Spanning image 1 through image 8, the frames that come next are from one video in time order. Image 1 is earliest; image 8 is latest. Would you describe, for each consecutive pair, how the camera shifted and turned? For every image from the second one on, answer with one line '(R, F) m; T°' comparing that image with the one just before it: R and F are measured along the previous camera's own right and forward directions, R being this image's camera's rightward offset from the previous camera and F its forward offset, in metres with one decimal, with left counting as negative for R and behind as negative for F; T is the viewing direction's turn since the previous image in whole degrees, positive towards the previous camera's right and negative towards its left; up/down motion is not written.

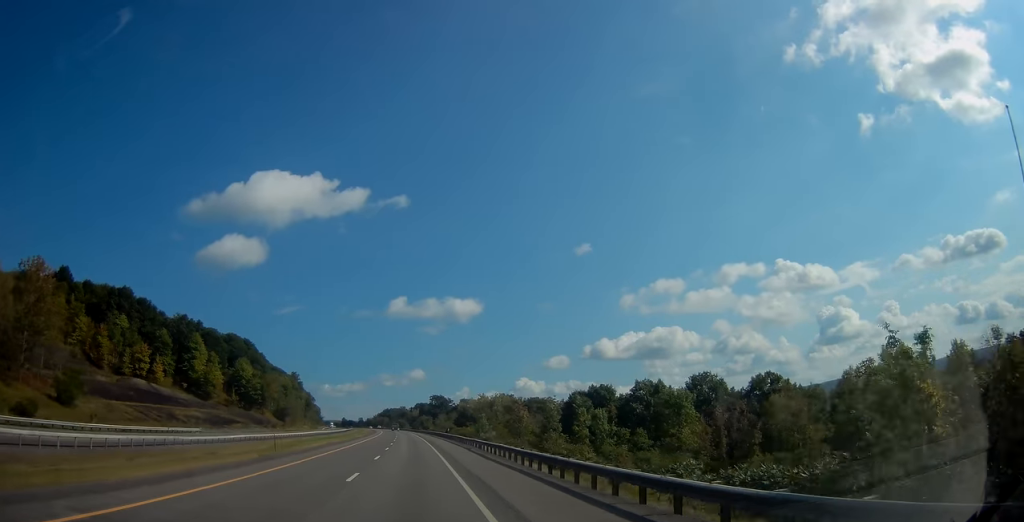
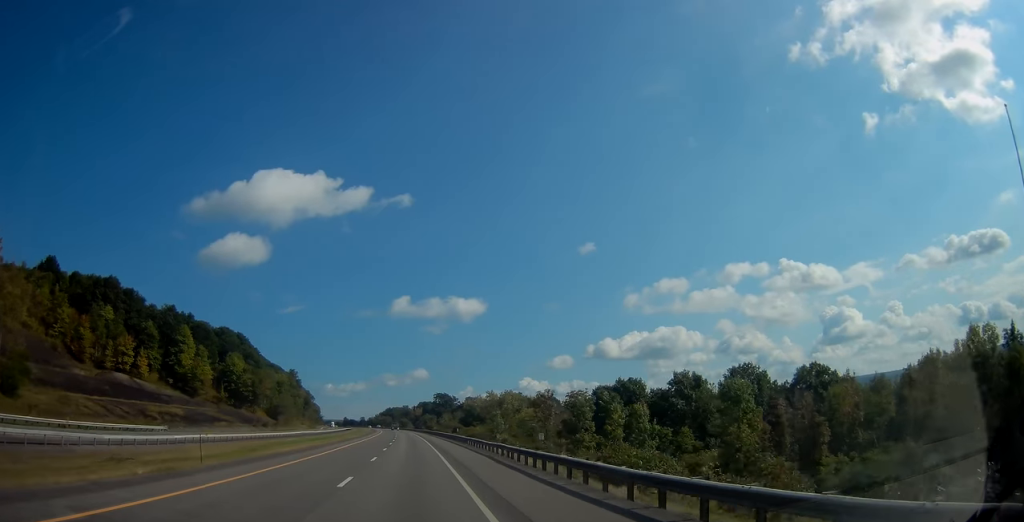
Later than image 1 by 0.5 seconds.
(-0.2, +14.4) m; -1°
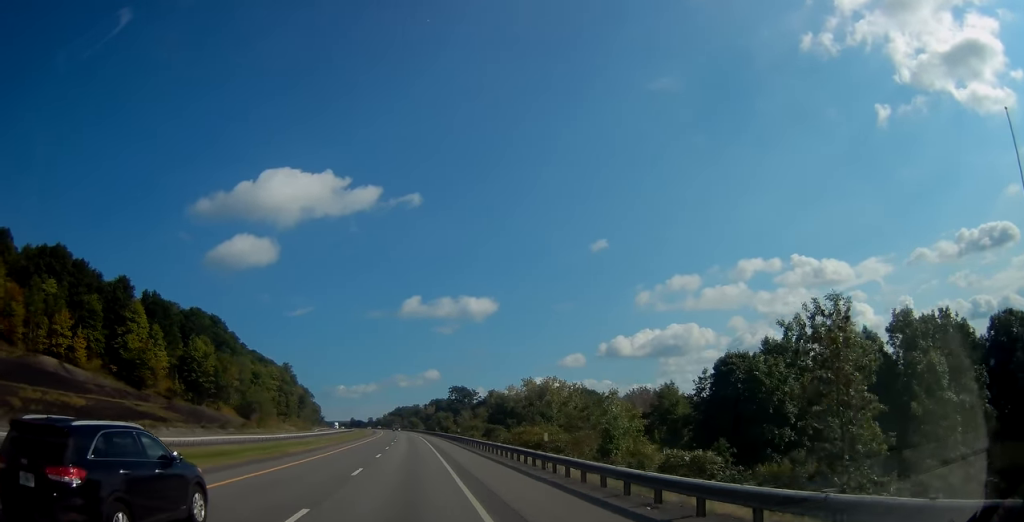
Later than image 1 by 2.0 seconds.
(-0.6, +43.8) m; -2°
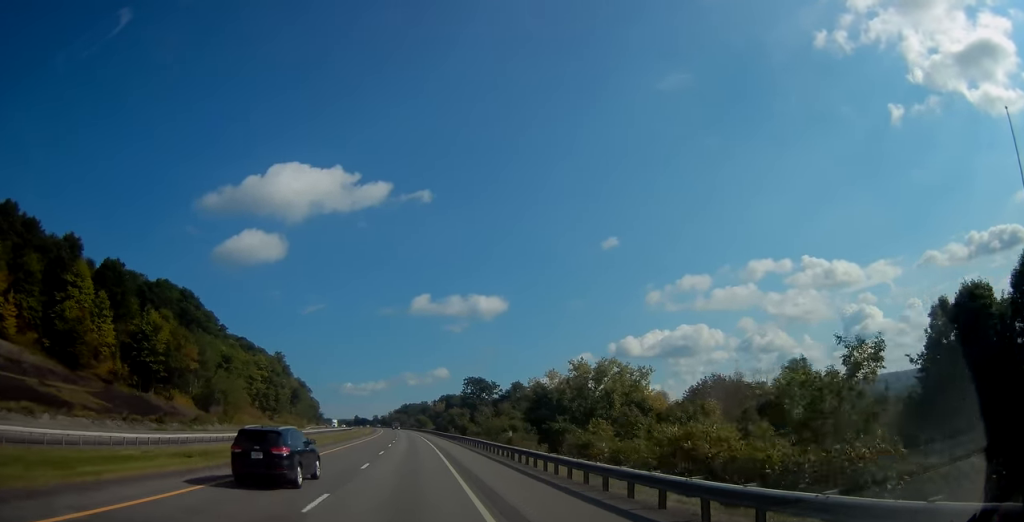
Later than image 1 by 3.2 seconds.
(-0.1, +34.2) m; 0°
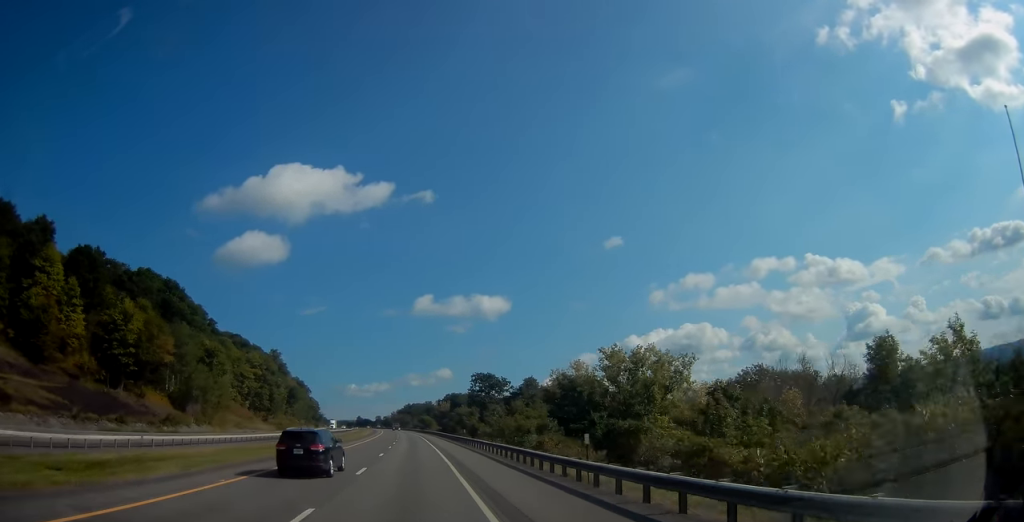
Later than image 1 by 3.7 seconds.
(+0.1, +14.2) m; 0°
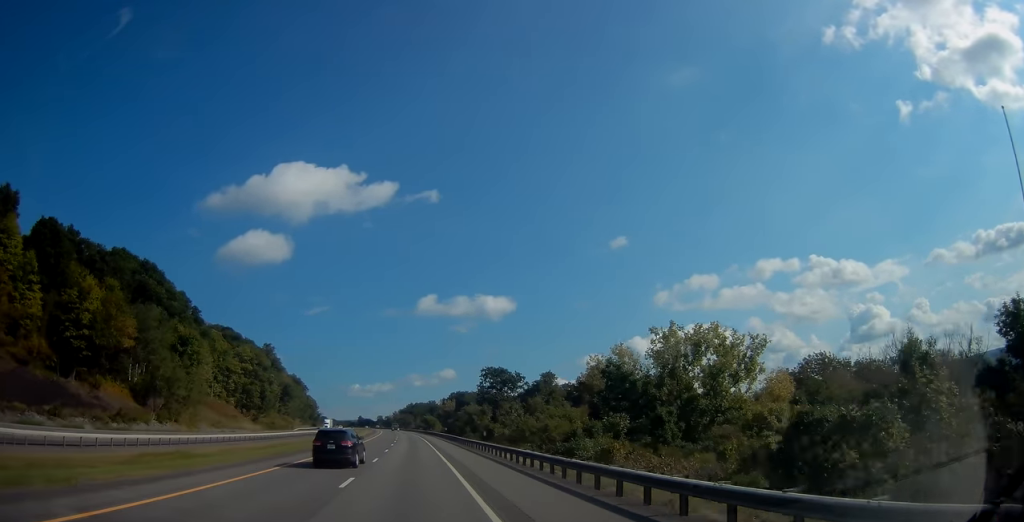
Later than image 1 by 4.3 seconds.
(-0.2, +17.1) m; -1°
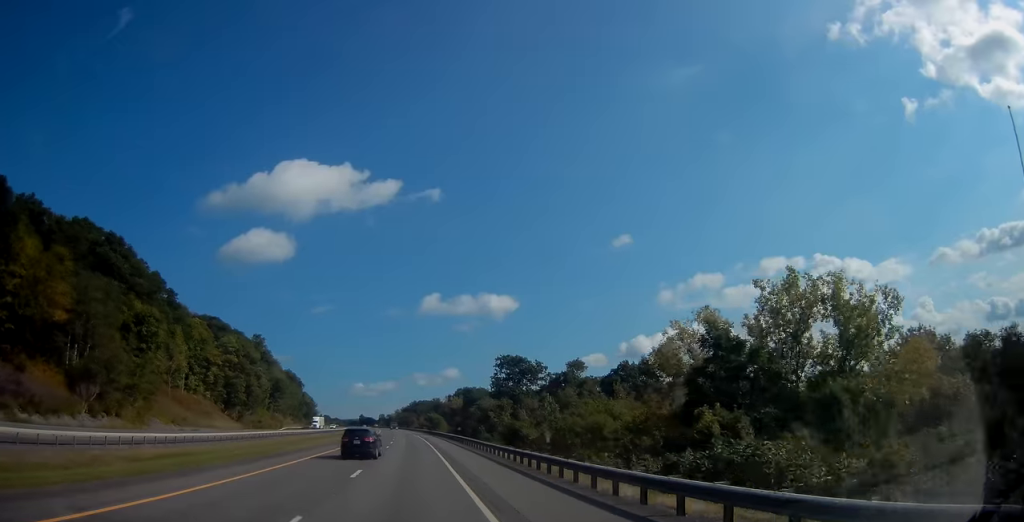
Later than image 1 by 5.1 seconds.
(-0.2, +20.8) m; -1°
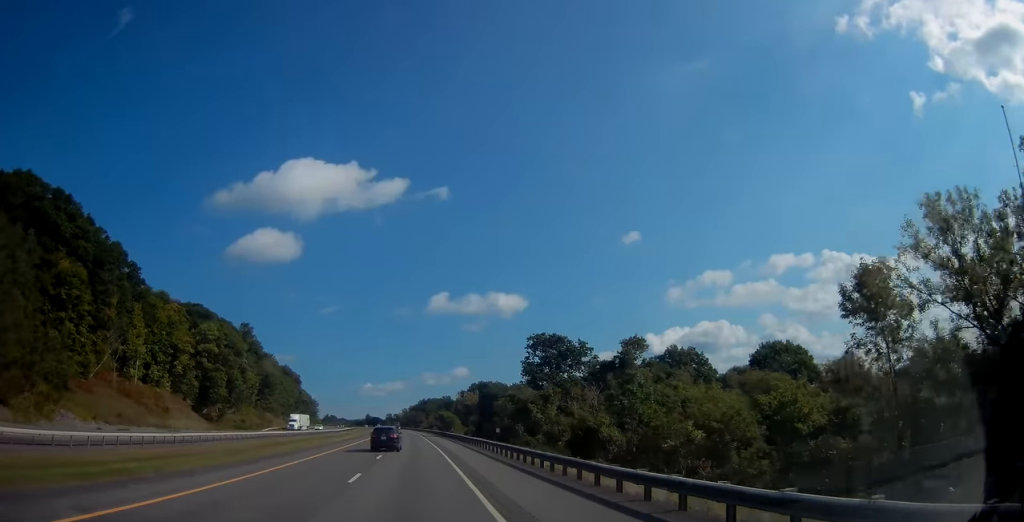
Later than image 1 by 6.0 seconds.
(-0.2, +26.5) m; -1°
